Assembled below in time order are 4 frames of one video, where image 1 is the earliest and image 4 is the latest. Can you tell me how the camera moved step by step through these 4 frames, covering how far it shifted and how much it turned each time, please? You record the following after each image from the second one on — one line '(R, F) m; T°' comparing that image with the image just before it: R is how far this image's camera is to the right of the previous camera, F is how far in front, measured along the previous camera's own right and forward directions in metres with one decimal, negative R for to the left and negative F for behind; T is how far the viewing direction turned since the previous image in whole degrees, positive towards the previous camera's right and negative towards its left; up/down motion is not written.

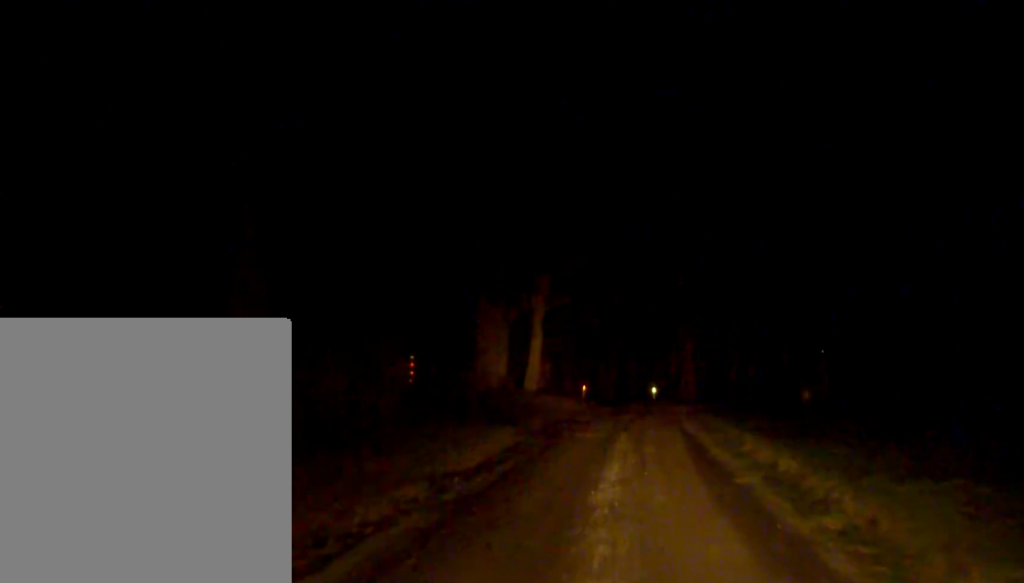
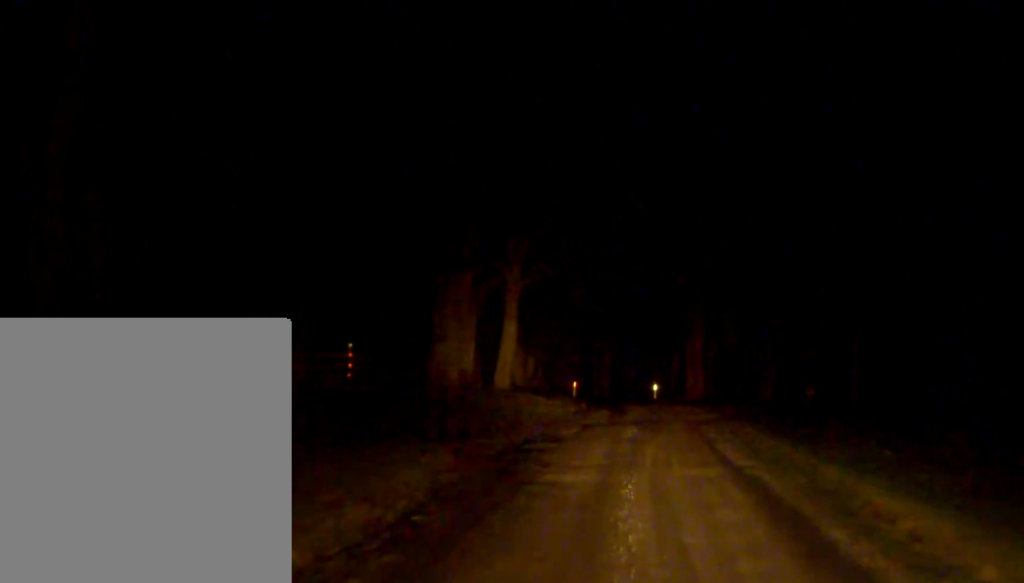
(+0.3, +8.6) m; -1°
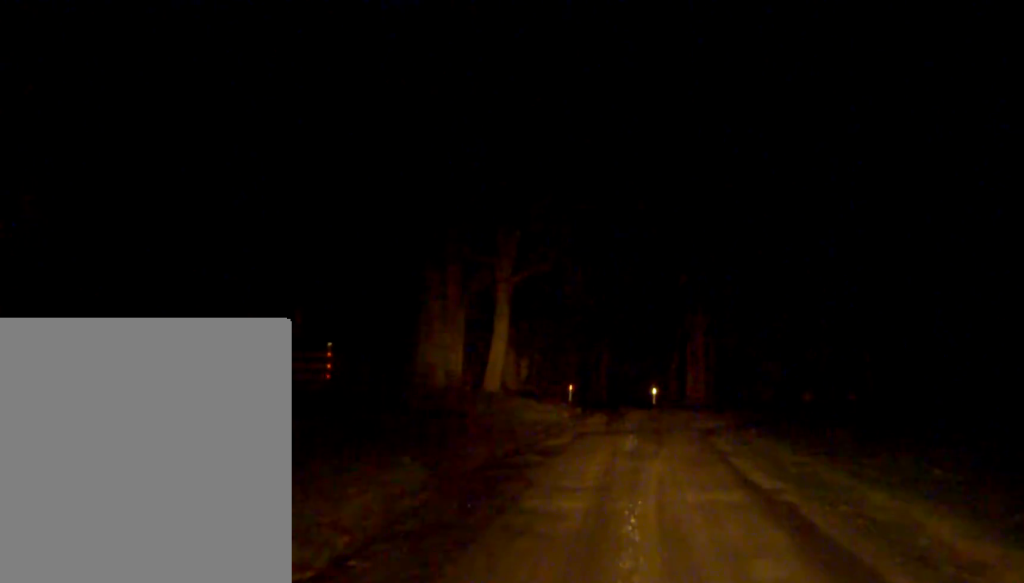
(-0.1, +2.2) m; -3°
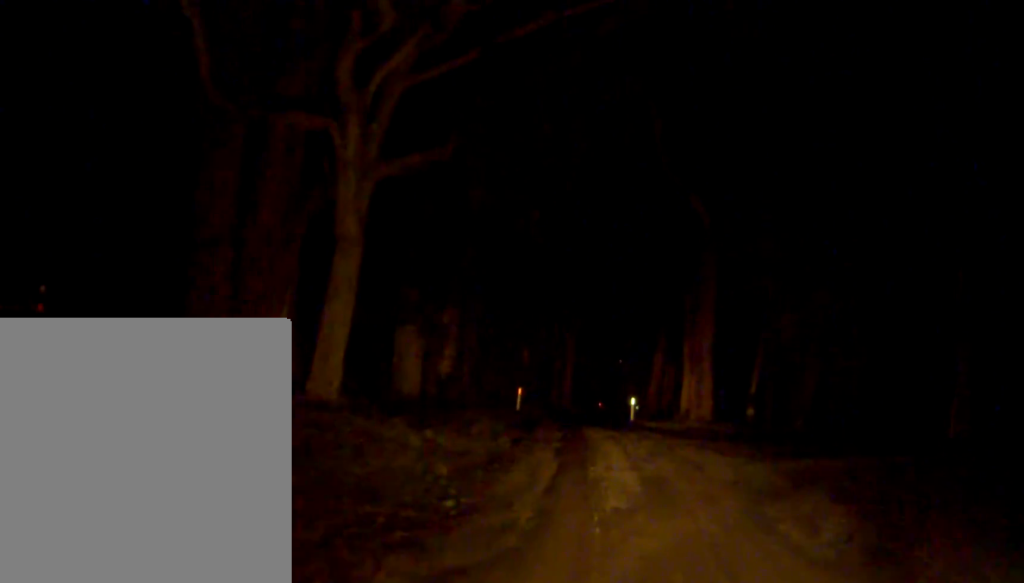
(-0.8, +15.0) m; +1°
